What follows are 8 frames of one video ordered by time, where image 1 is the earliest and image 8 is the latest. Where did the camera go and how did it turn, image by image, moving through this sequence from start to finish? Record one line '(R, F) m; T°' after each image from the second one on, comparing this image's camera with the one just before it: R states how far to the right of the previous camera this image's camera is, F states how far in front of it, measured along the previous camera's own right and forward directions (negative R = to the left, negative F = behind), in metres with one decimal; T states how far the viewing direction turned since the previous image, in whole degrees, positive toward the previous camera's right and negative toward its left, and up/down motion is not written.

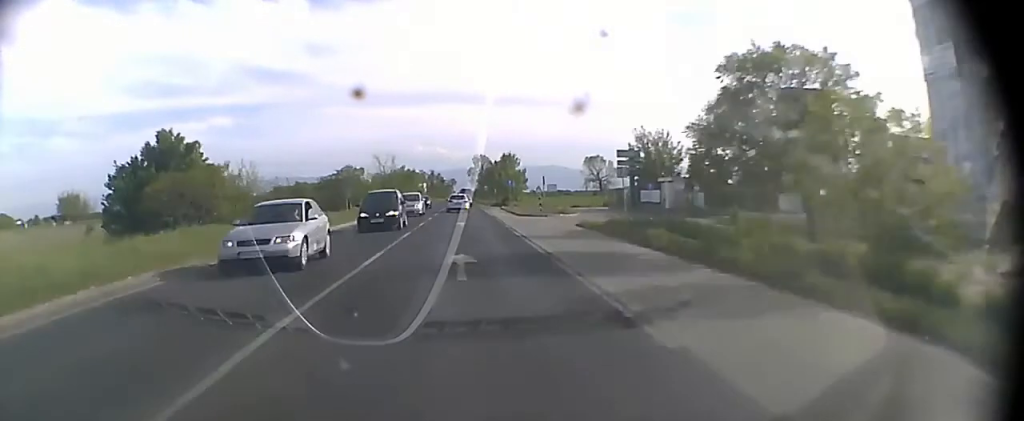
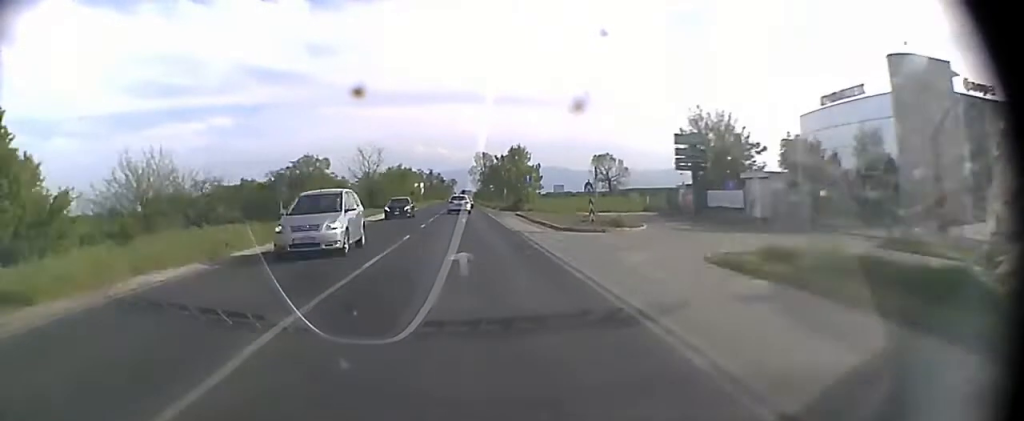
(0.0, +18.5) m; 0°
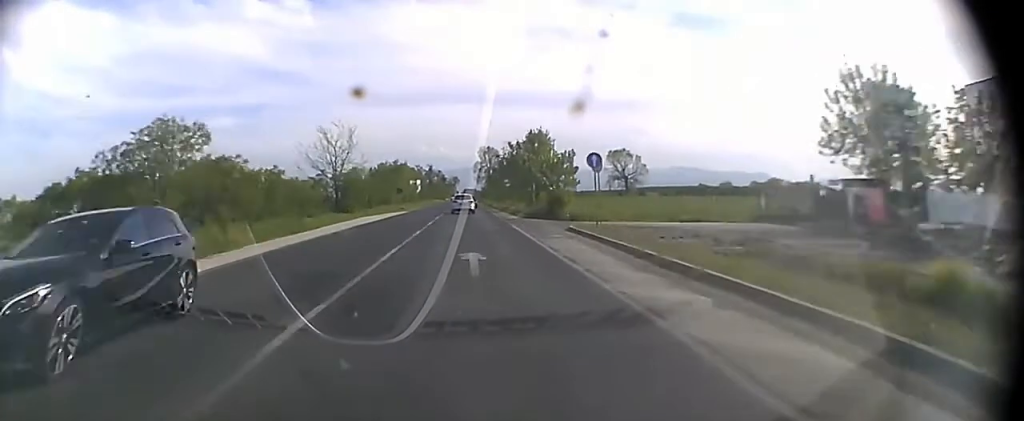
(-0.1, +25.5) m; 0°
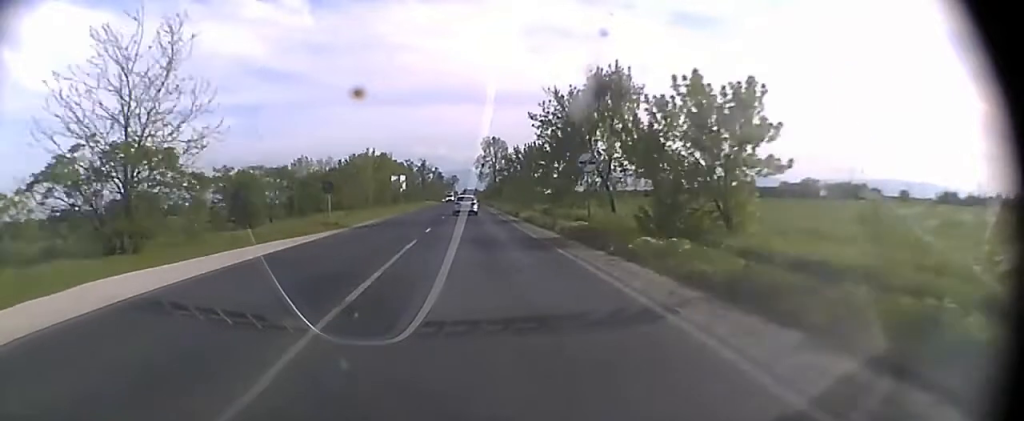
(-0.1, +42.0) m; 0°
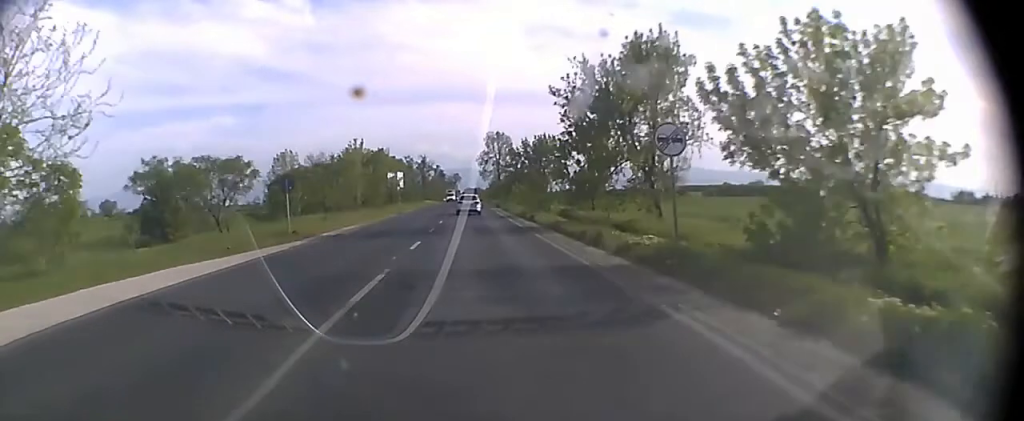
(0.0, +9.4) m; 0°
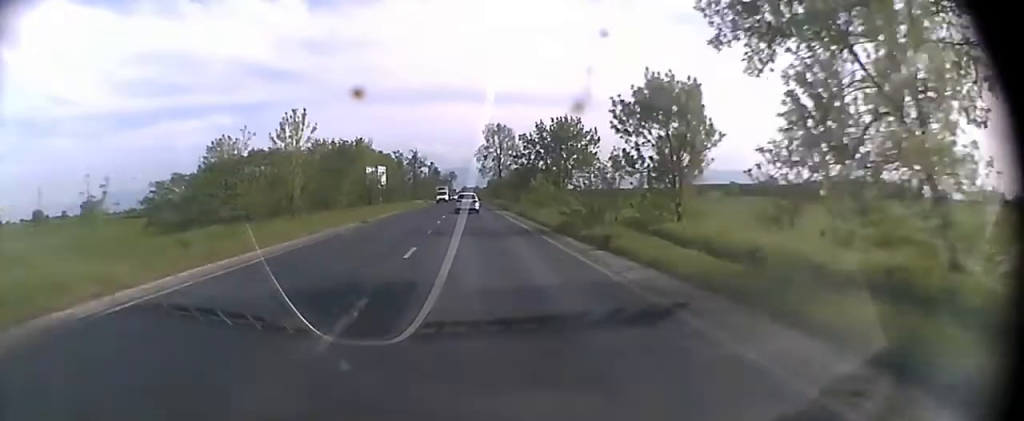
(0.0, +21.4) m; 0°
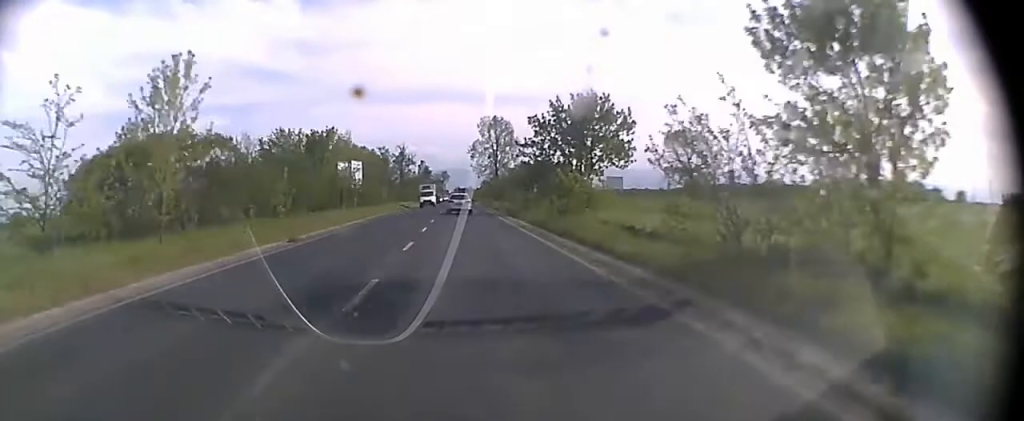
(0.0, +16.8) m; 0°
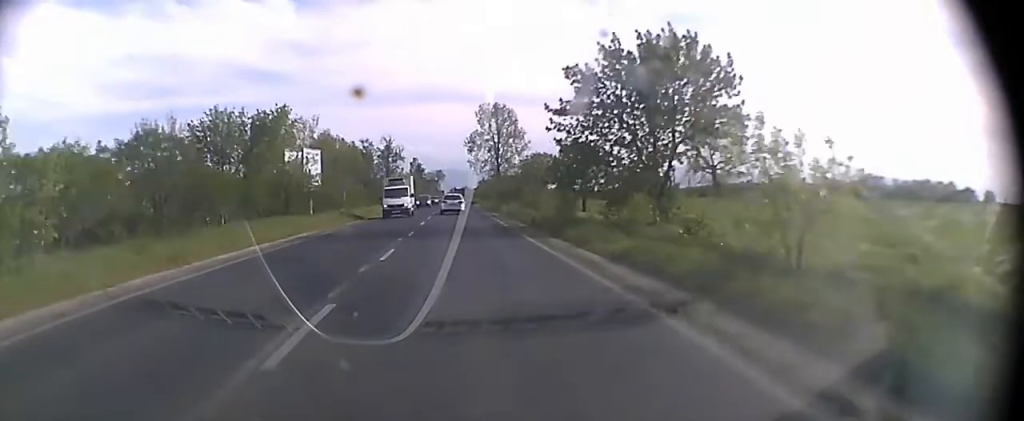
(-0.1, +21.6) m; 0°
